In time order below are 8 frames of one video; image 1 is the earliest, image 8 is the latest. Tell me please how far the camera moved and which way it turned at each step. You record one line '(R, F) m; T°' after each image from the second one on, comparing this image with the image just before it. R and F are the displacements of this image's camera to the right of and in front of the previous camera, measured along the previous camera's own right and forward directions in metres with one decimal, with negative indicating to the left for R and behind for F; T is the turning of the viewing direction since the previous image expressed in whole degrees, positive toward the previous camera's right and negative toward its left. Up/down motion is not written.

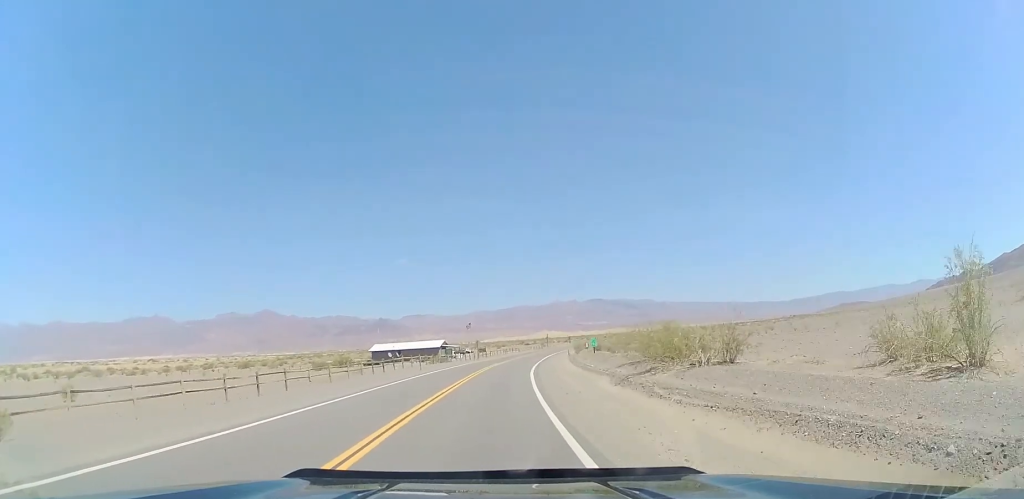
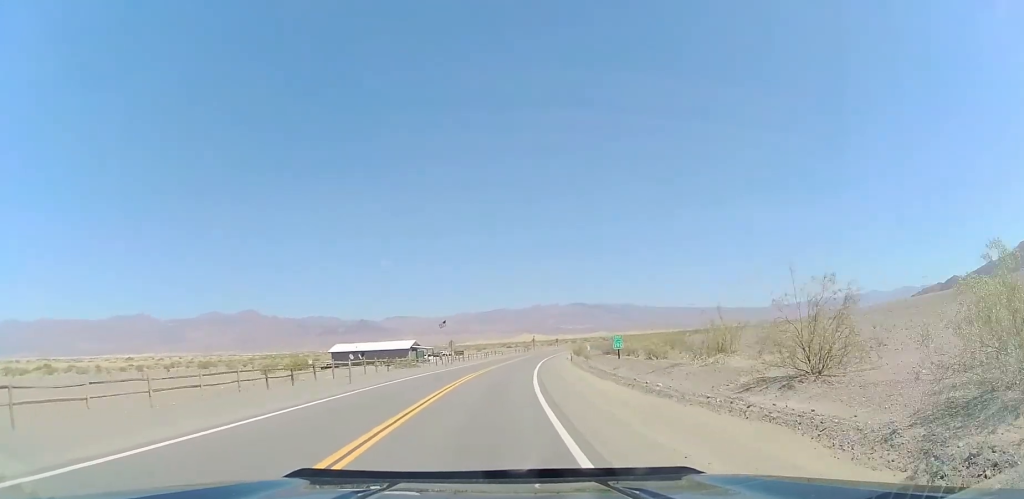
(+0.9, +16.9) m; +4°
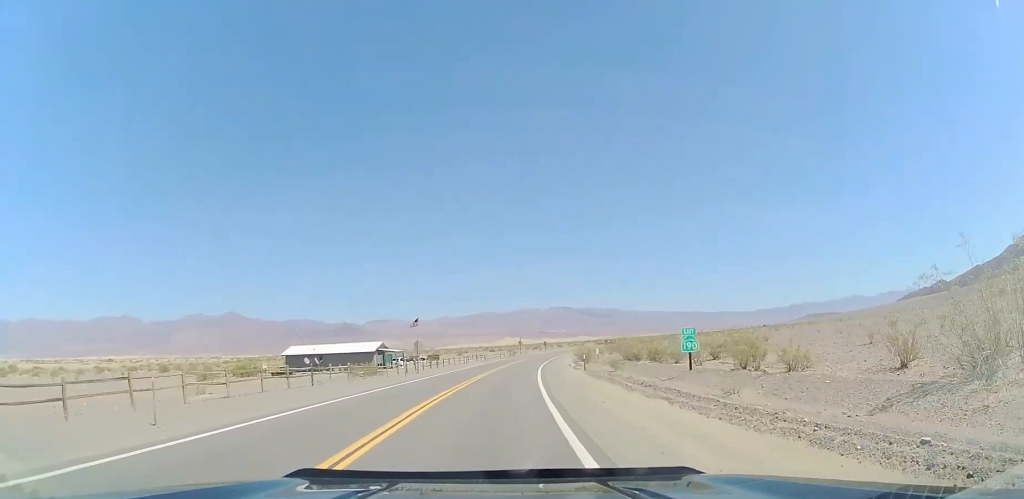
(0.0, +15.1) m; 0°
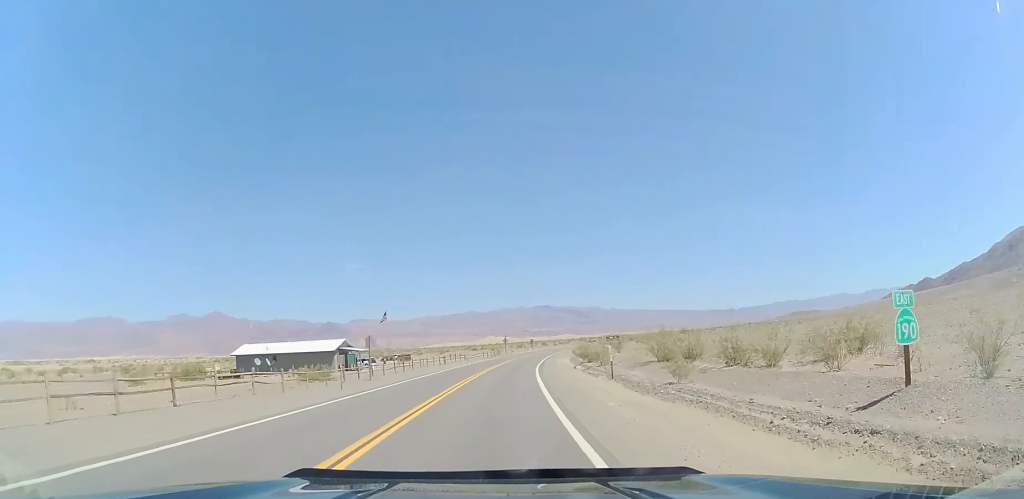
(+0.1, +12.5) m; +2°
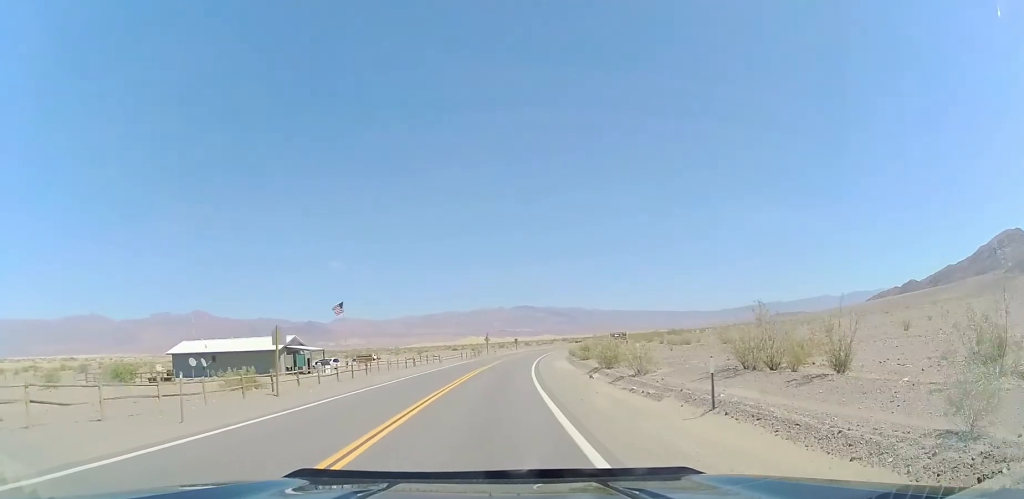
(+0.3, +12.7) m; +2°
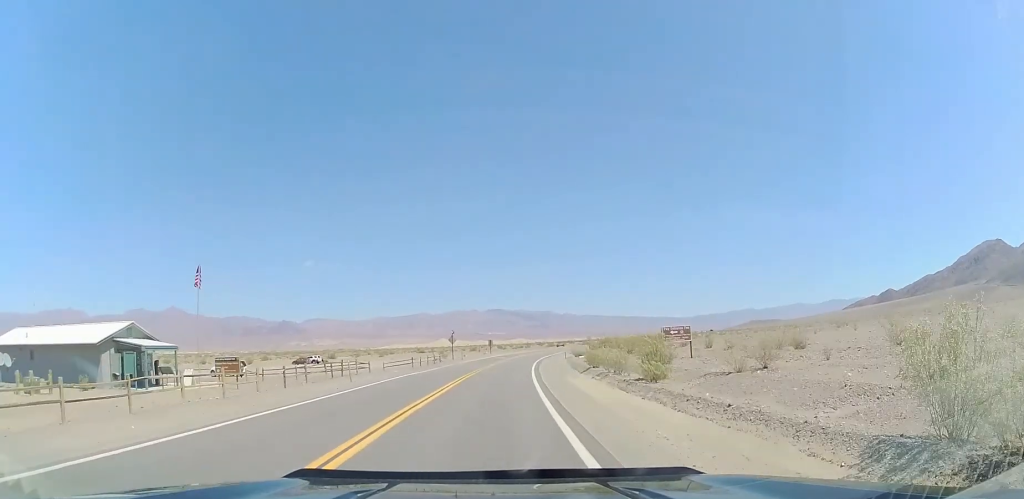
(+0.7, +27.4) m; +4°
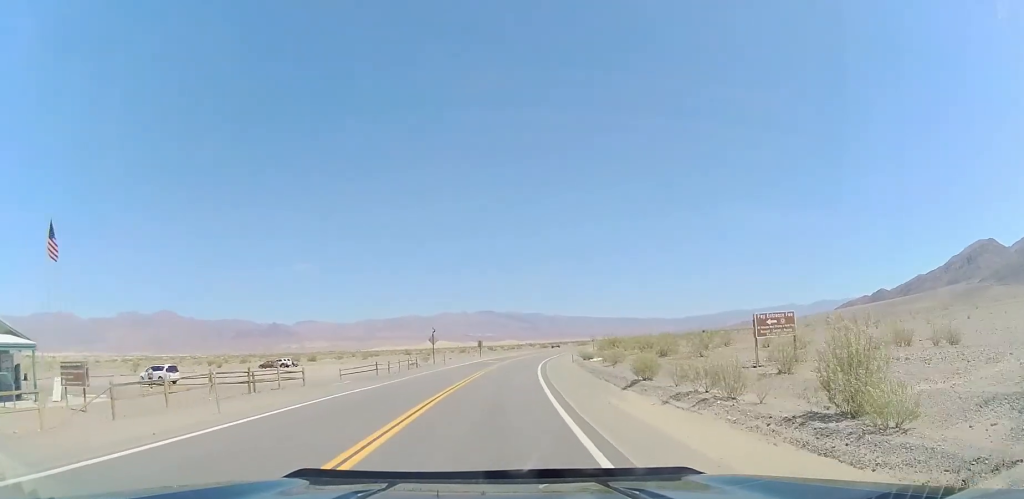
(+0.3, +14.3) m; 0°
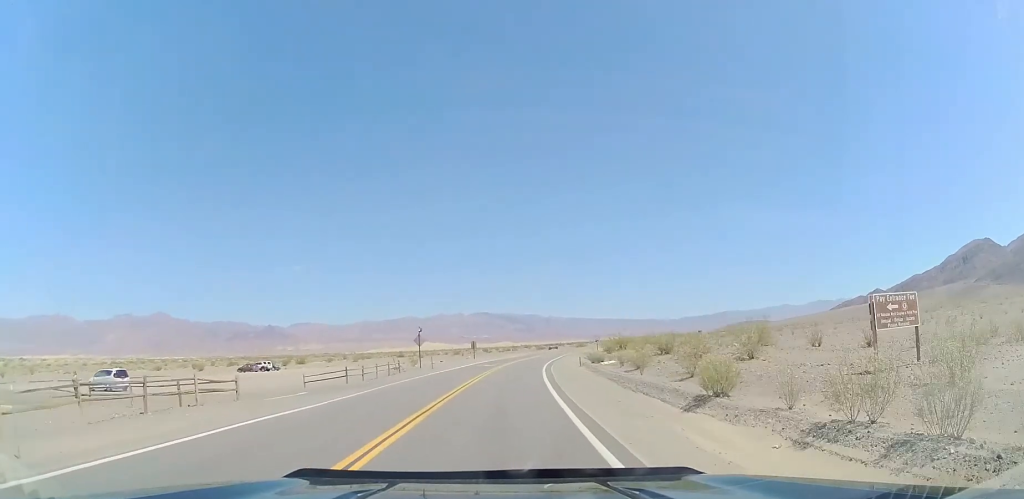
(0.0, +8.1) m; -1°
